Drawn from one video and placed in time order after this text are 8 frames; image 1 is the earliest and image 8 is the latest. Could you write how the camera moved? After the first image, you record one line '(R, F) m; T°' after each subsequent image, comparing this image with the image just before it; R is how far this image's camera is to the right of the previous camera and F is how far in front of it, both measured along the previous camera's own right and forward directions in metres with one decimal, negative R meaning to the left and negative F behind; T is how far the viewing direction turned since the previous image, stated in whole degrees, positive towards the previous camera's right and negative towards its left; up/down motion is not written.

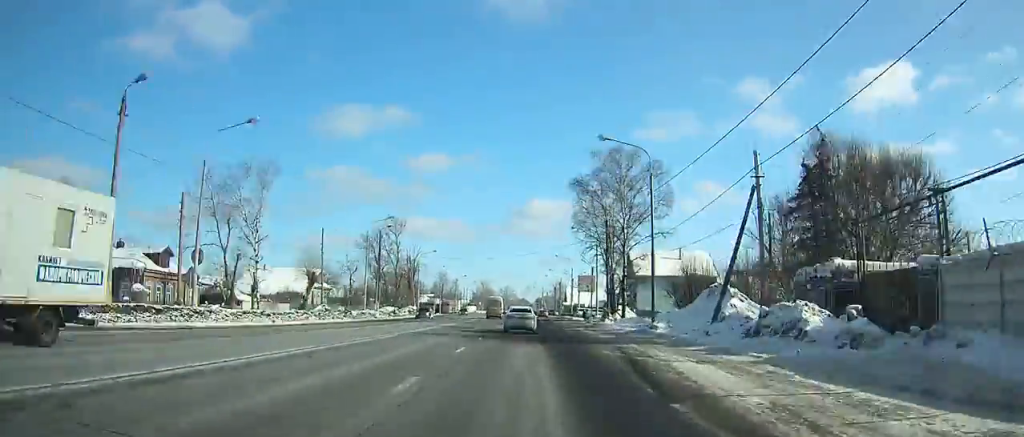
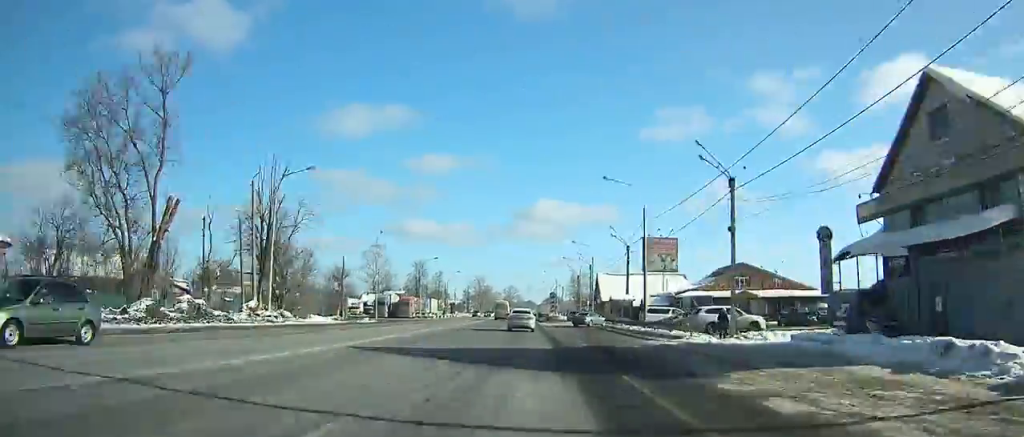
(-0.4, +60.2) m; -1°
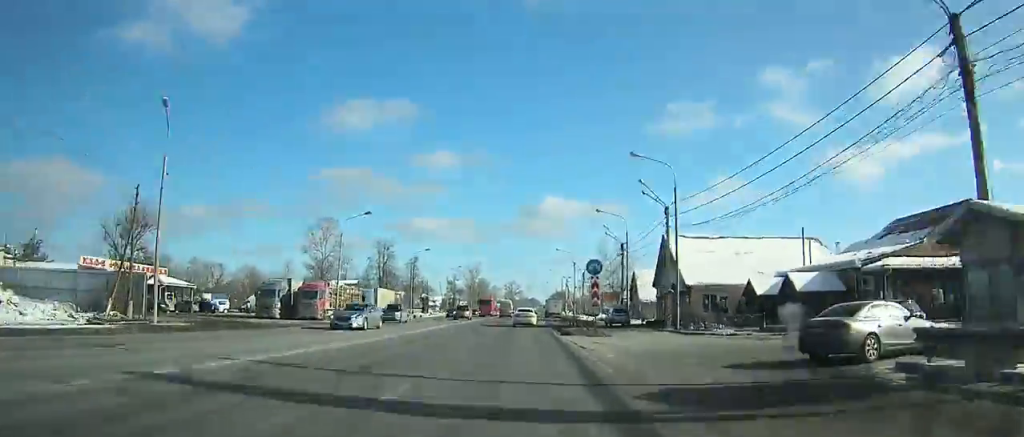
(-0.6, +45.8) m; 0°
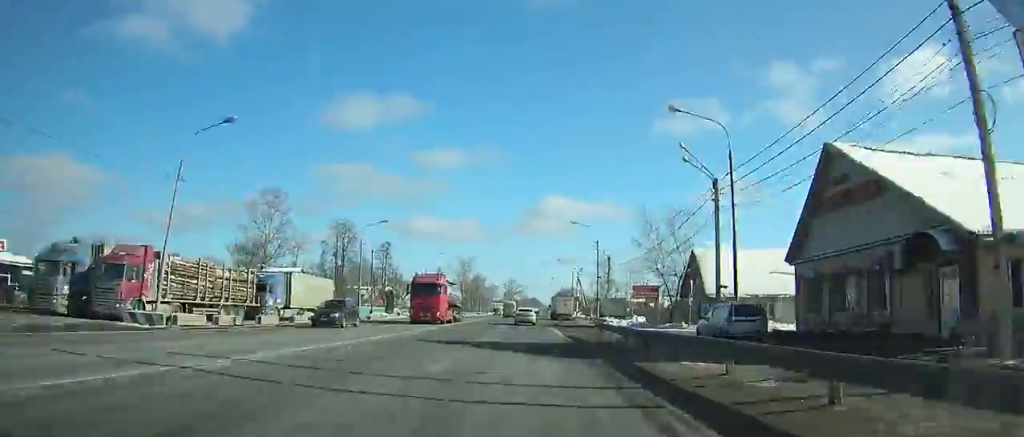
(+0.5, +29.5) m; 0°
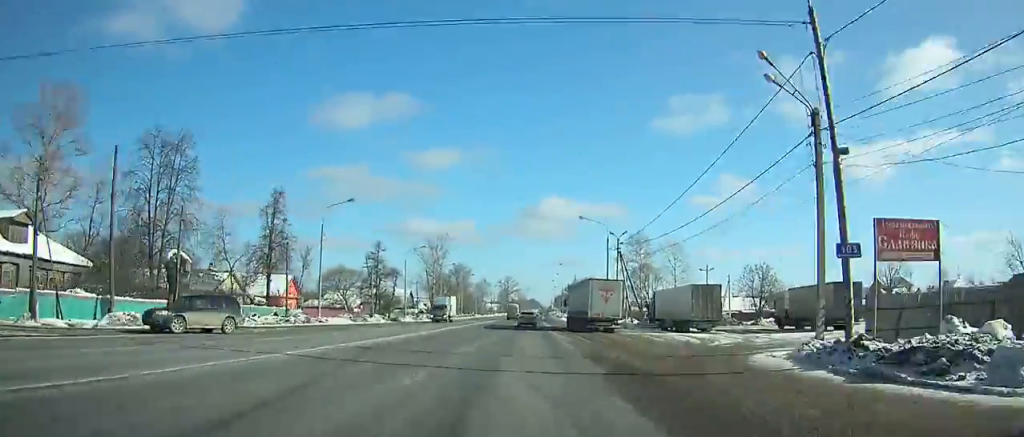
(+0.1, +51.1) m; 0°
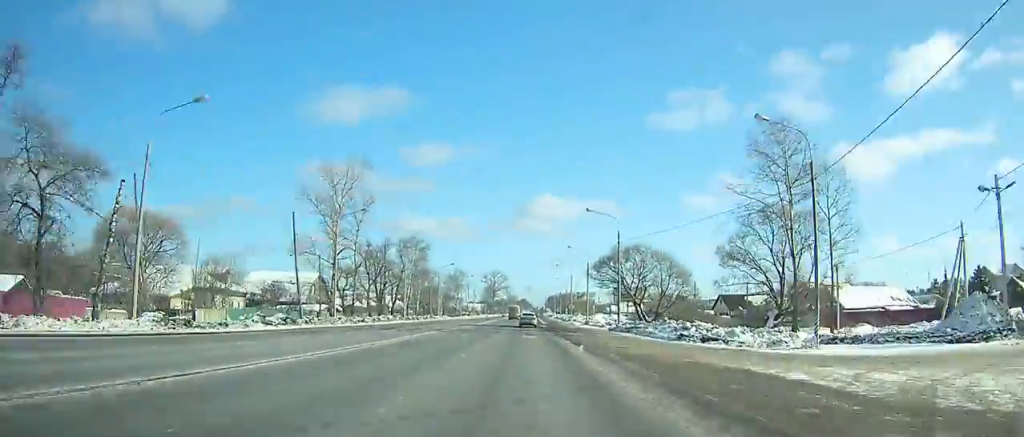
(+0.1, +58.7) m; +1°
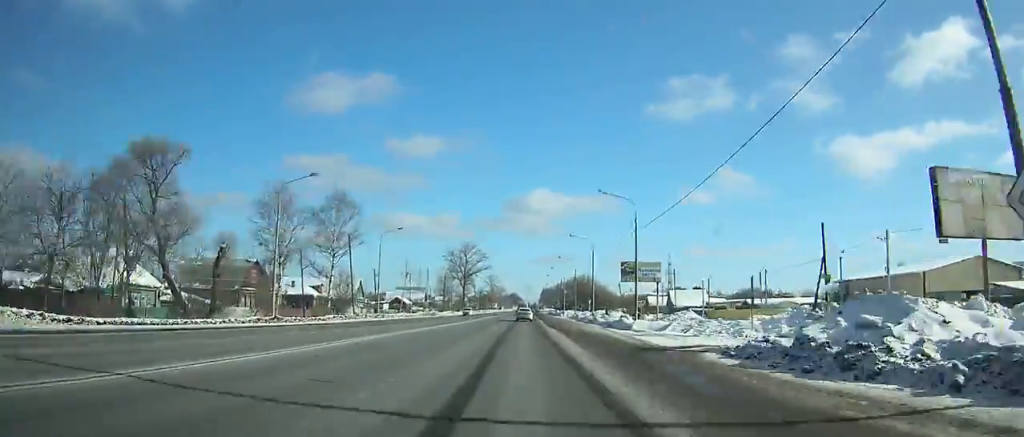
(+1.6, +103.1) m; +1°
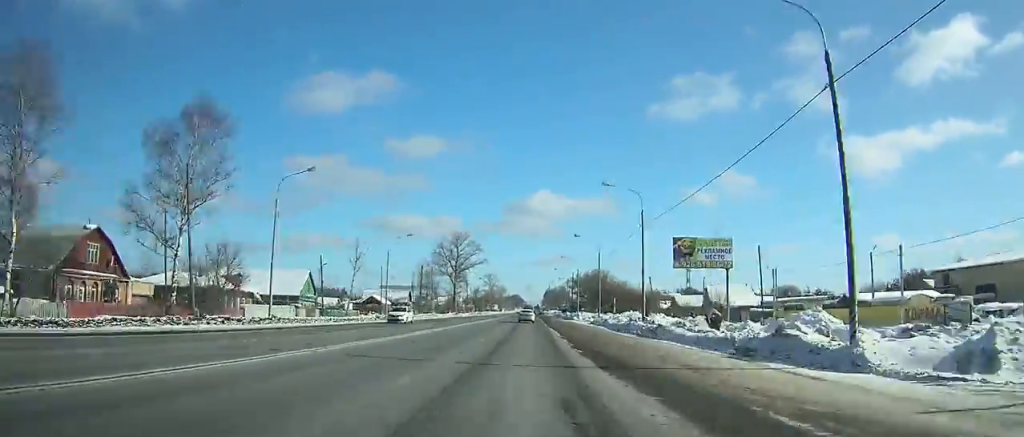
(-0.2, +30.8) m; 0°
